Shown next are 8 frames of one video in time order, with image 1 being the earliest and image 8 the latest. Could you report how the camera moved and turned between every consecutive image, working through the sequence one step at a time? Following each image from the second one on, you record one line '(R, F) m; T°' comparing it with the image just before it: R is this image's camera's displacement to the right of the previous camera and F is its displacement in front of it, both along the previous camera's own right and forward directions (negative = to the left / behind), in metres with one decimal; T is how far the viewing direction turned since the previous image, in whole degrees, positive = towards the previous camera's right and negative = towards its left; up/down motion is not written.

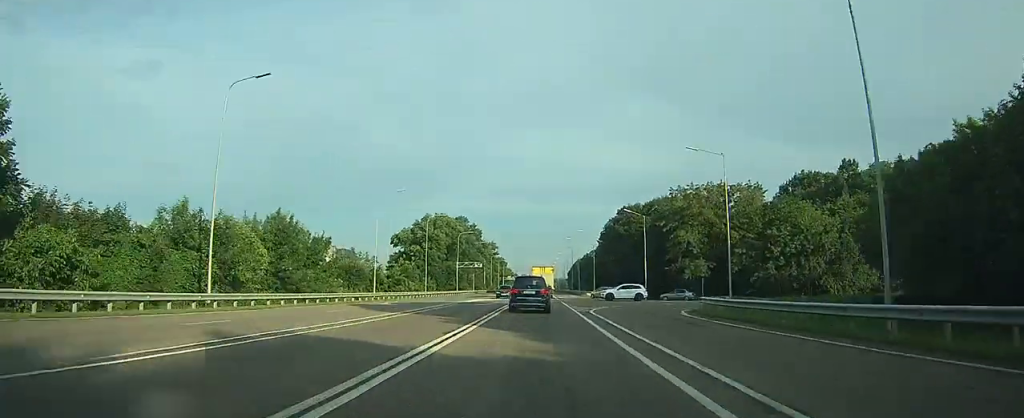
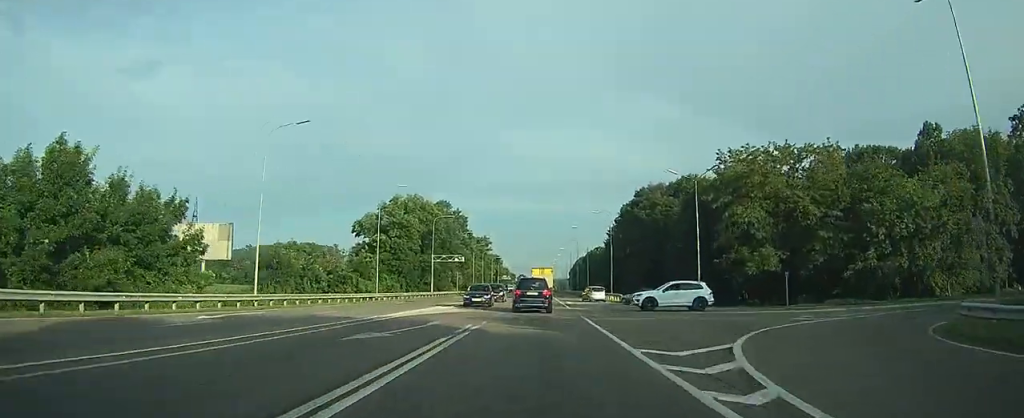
(-0.1, +25.3) m; 0°
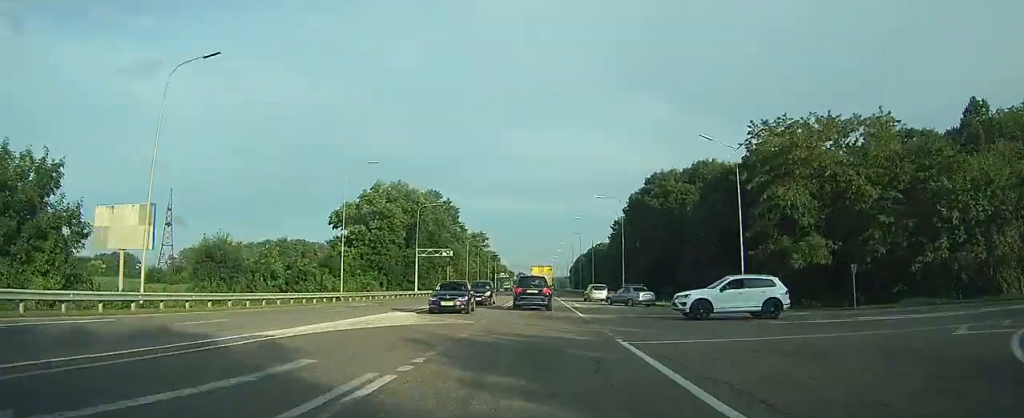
(0.0, +10.7) m; 0°
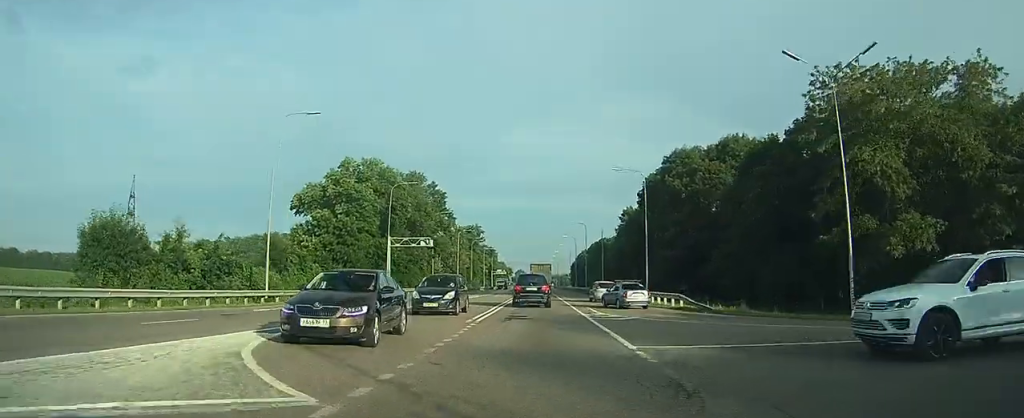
(0.0, +13.9) m; 0°
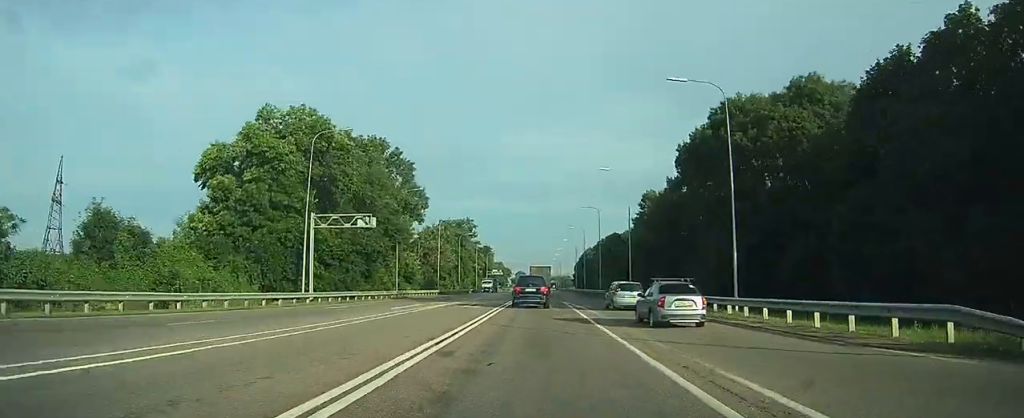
(0.0, +22.3) m; 0°
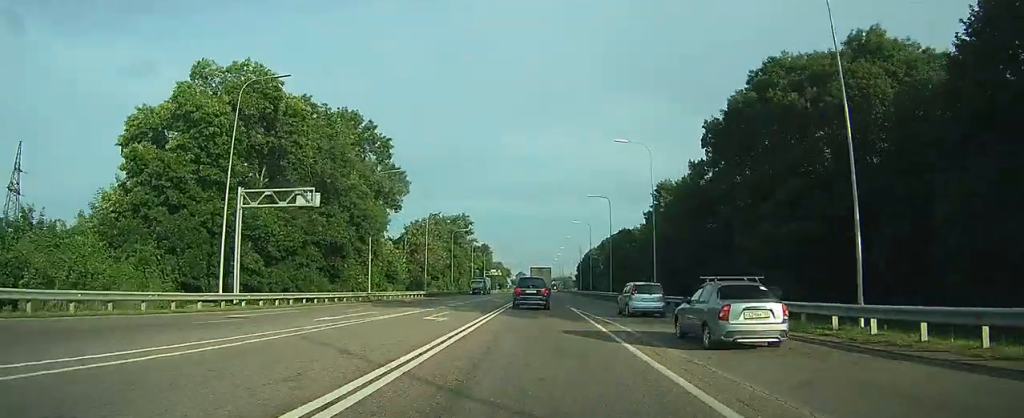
(0.0, +10.9) m; 0°
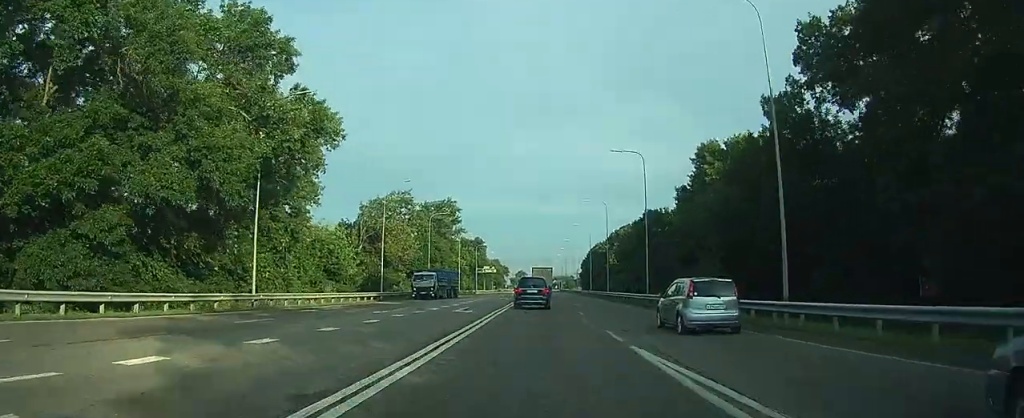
(0.0, +22.6) m; 0°
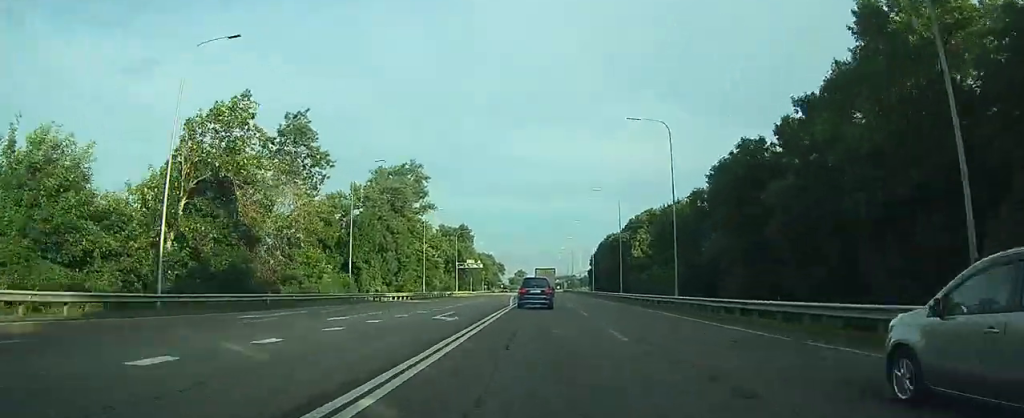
(0.0, +35.4) m; 0°
